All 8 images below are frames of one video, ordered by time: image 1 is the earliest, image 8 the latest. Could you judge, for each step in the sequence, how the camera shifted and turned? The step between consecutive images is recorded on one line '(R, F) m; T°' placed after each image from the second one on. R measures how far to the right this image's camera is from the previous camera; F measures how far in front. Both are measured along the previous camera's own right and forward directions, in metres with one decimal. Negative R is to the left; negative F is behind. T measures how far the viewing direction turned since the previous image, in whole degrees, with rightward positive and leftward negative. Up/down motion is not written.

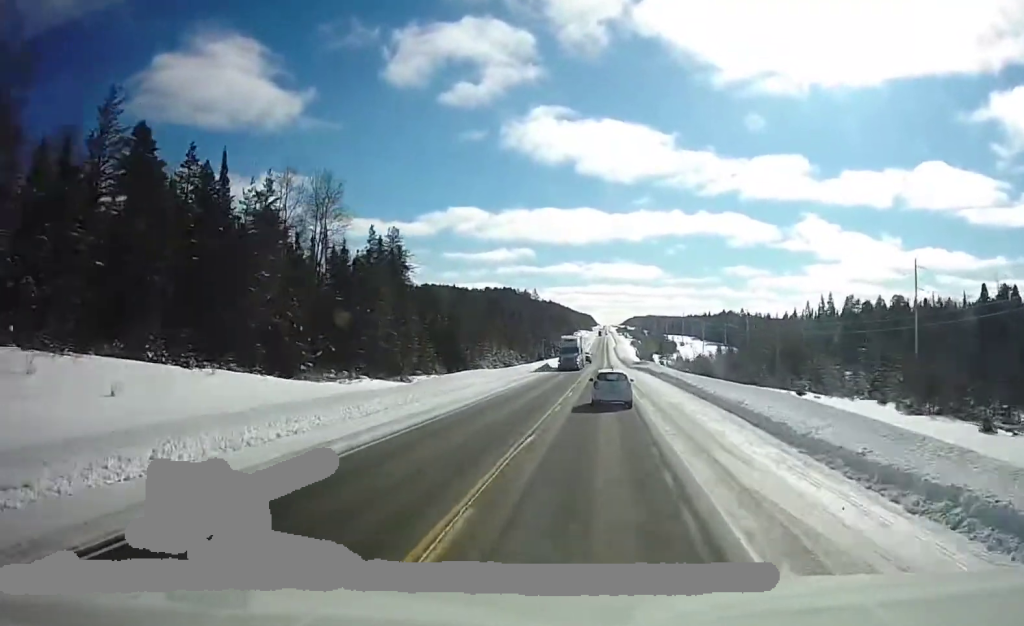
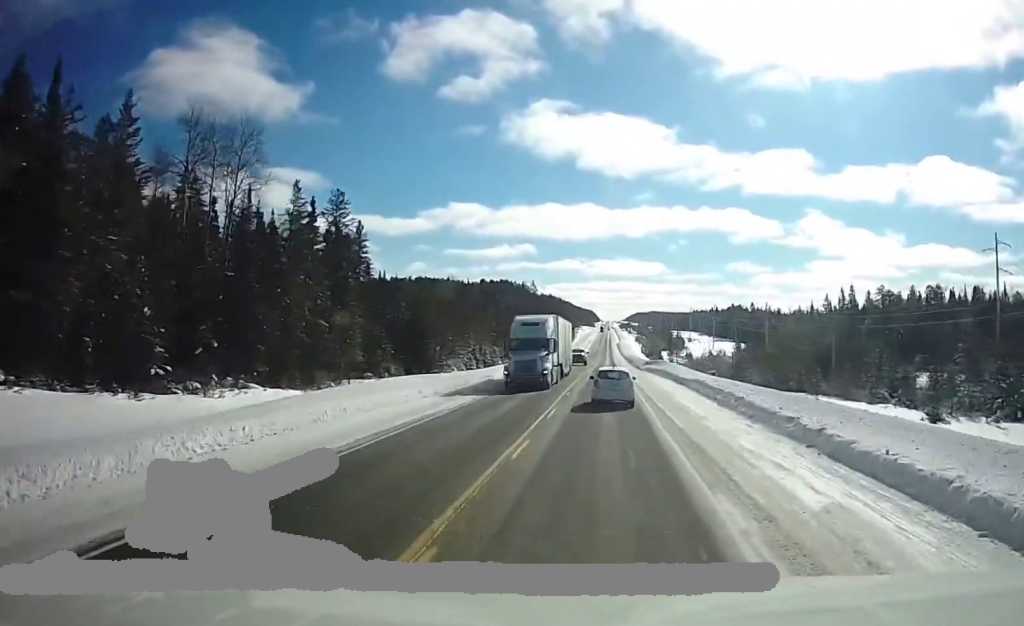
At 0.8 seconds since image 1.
(0.0, +20.4) m; -1°
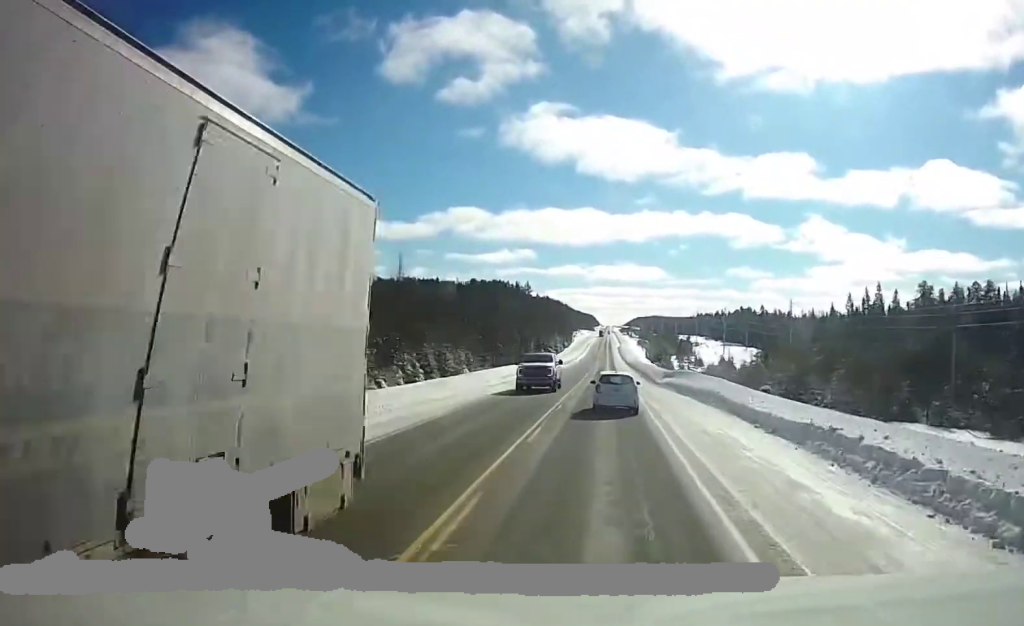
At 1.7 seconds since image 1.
(-0.4, +24.1) m; -1°
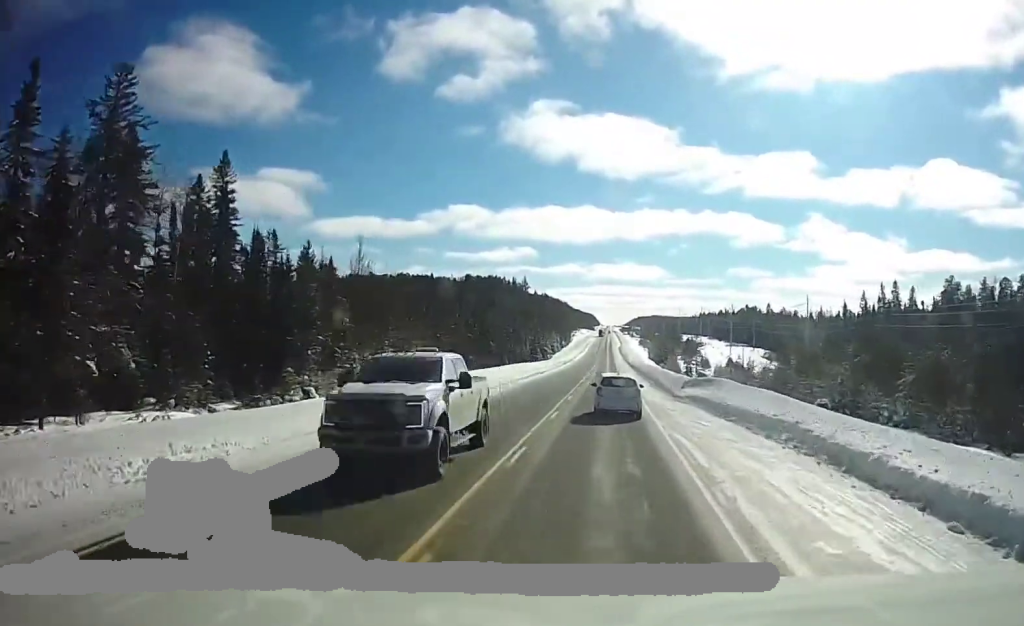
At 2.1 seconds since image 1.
(-0.2, +12.5) m; 0°
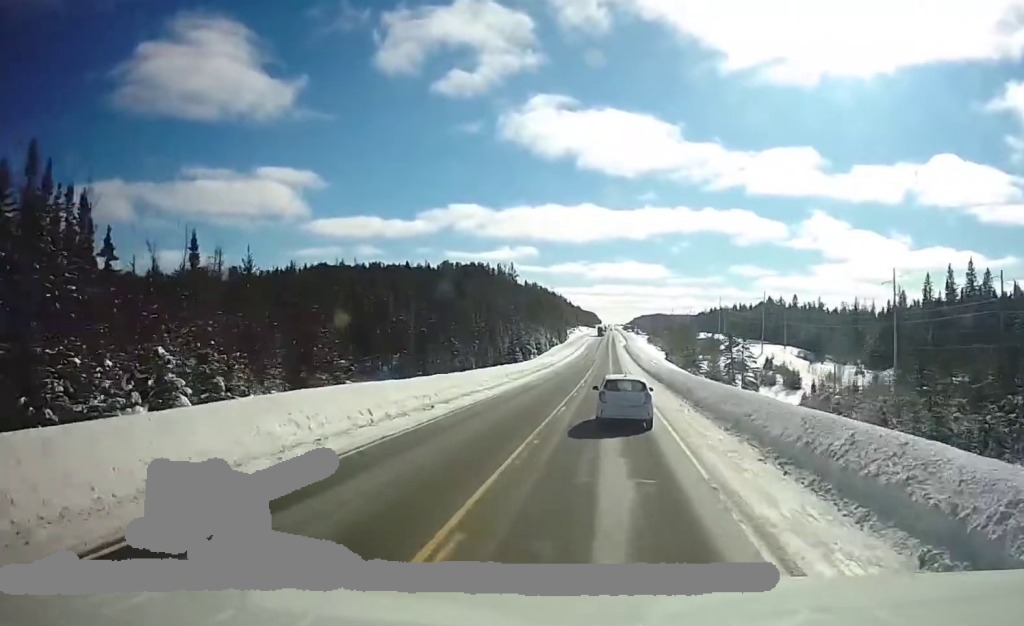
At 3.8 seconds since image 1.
(+0.6, +44.1) m; +1°
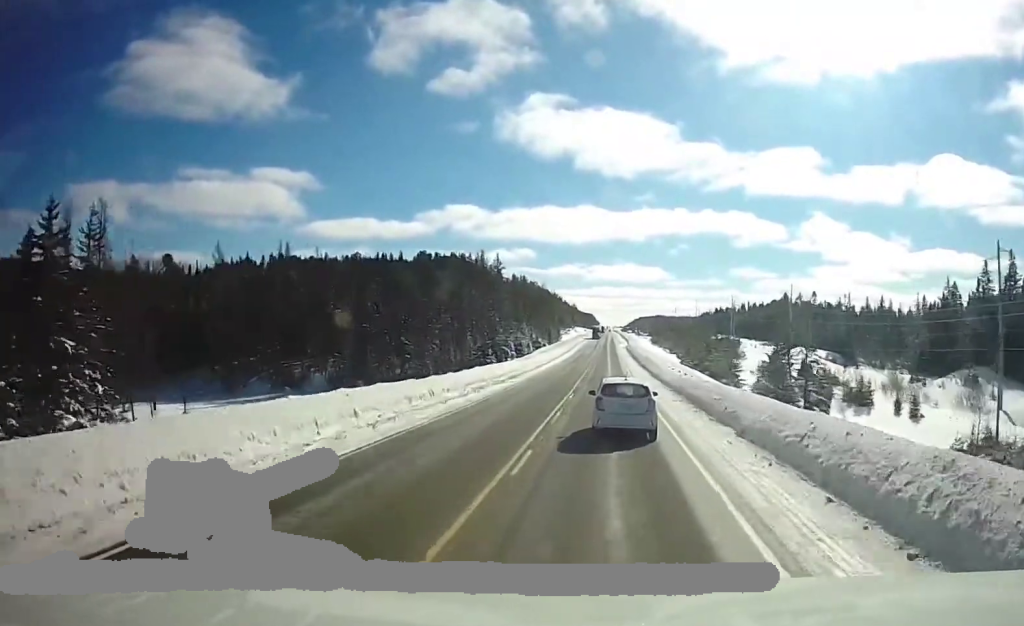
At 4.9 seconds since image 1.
(0.0, +29.8) m; 0°
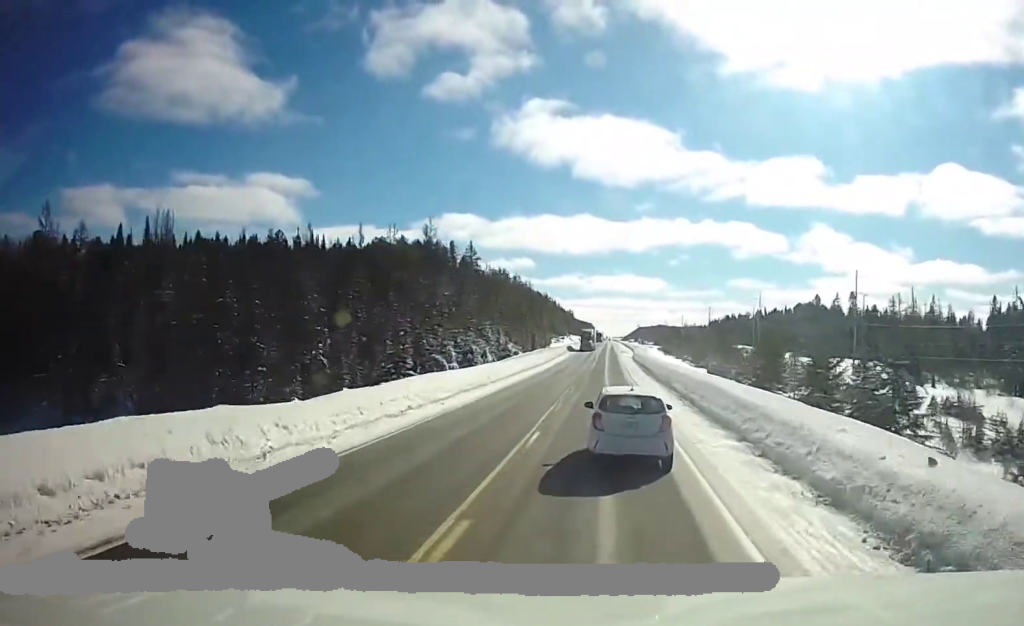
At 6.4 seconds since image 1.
(+0.2, +42.3) m; +1°
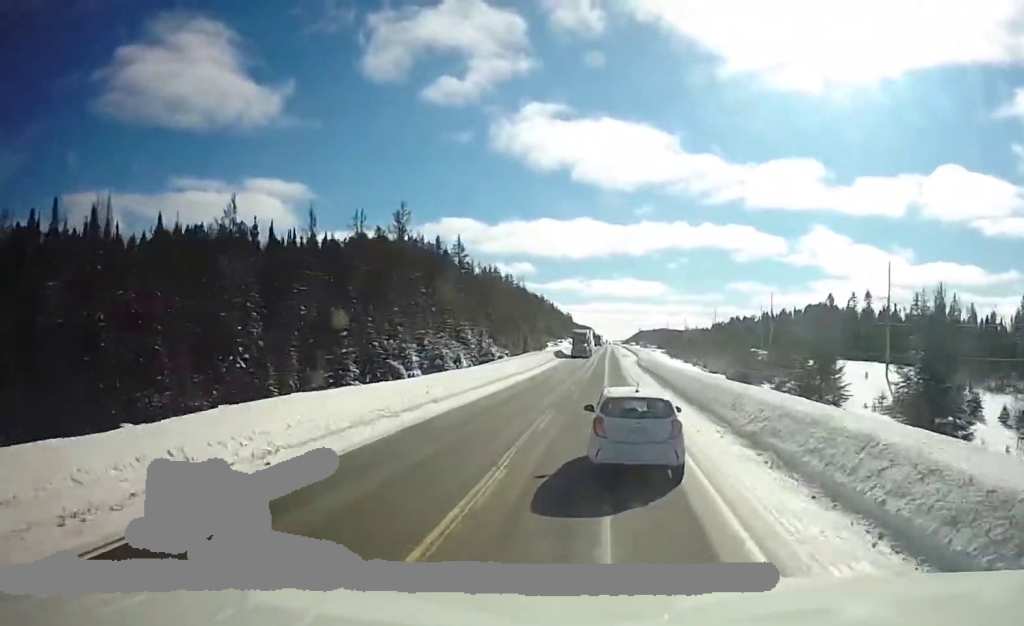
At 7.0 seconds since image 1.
(+0.2, +14.3) m; 0°
